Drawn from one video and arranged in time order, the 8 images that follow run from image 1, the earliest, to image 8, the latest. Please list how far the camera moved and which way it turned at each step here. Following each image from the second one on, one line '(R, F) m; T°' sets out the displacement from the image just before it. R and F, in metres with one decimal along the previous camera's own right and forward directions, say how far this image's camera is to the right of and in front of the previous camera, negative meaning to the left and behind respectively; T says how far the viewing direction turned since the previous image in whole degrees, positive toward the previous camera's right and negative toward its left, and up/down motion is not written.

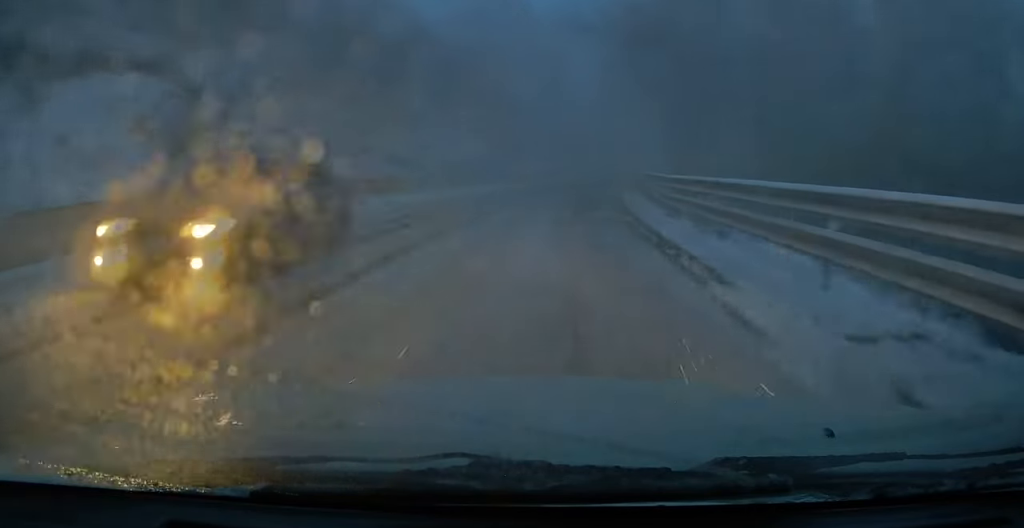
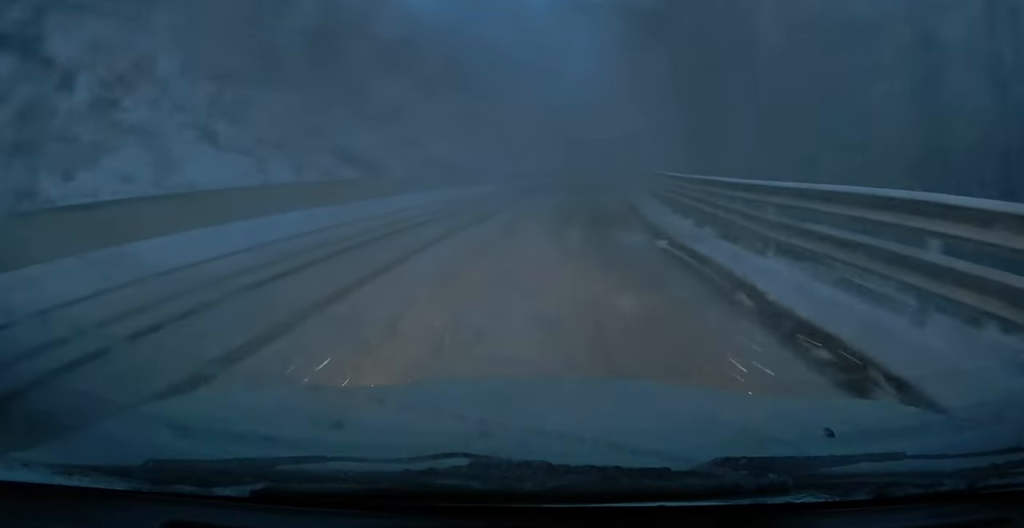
(0.0, +5.8) m; -1°
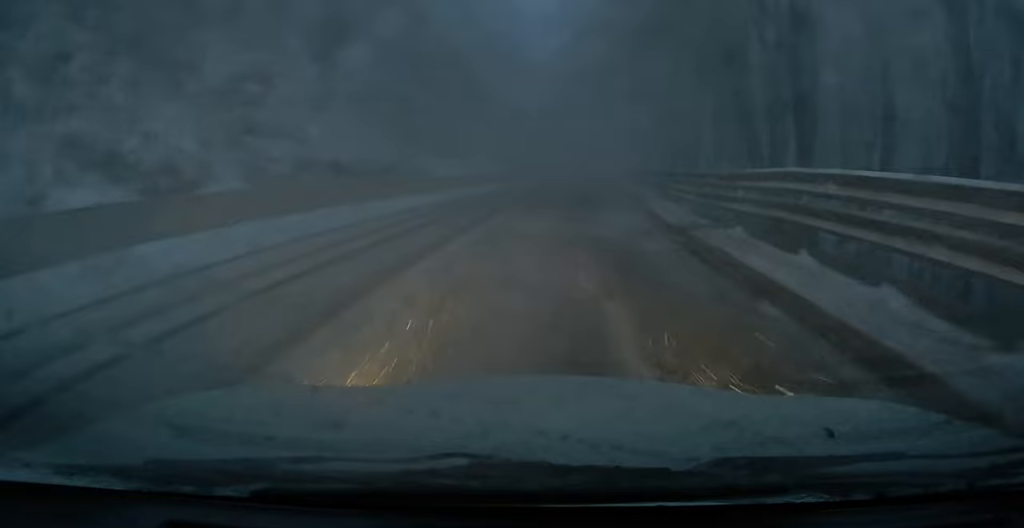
(-0.3, +13.1) m; 0°
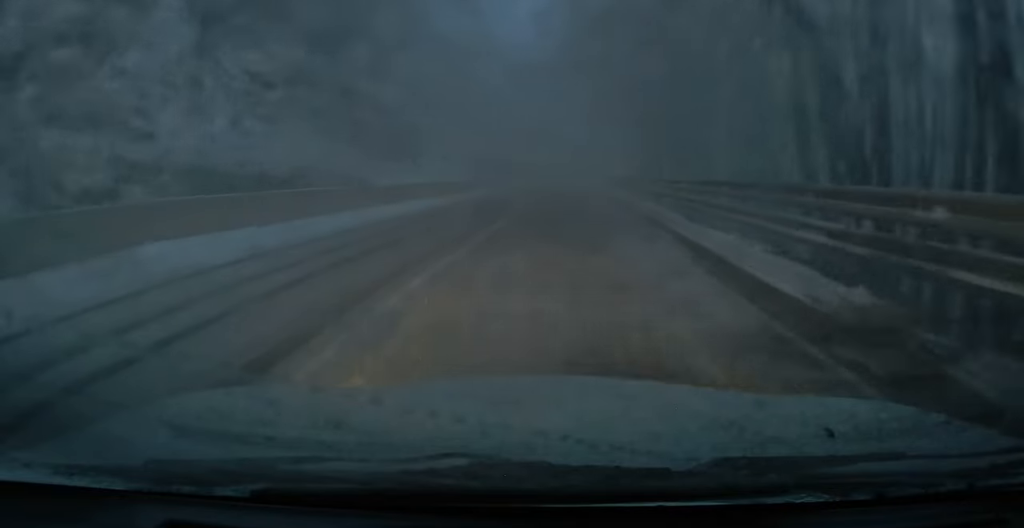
(+0.2, +7.3) m; +2°
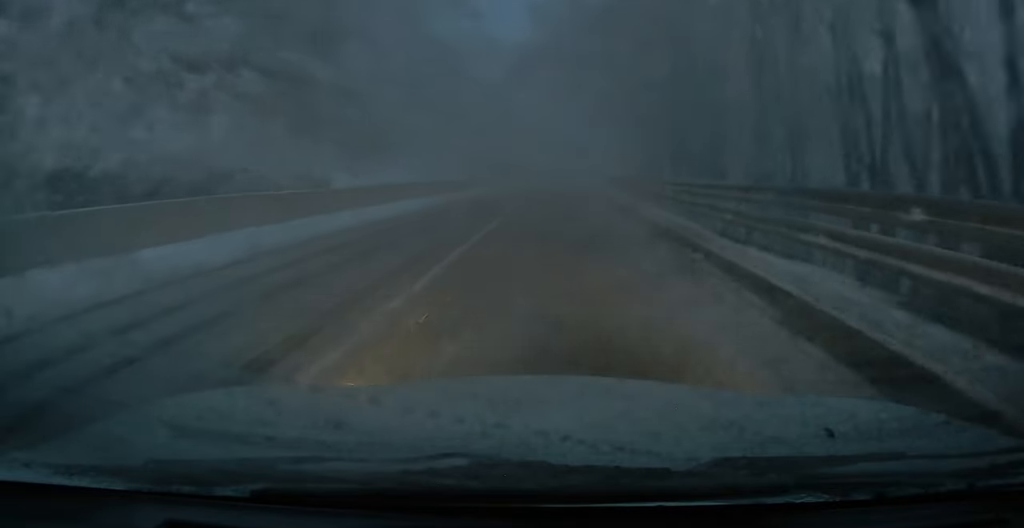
(+0.1, +4.0) m; +1°
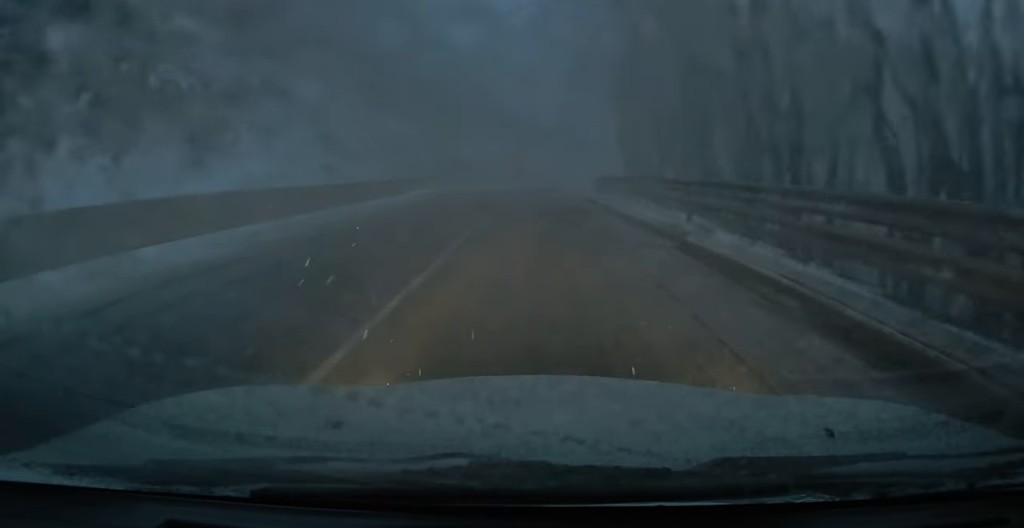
(+0.3, +18.3) m; +4°
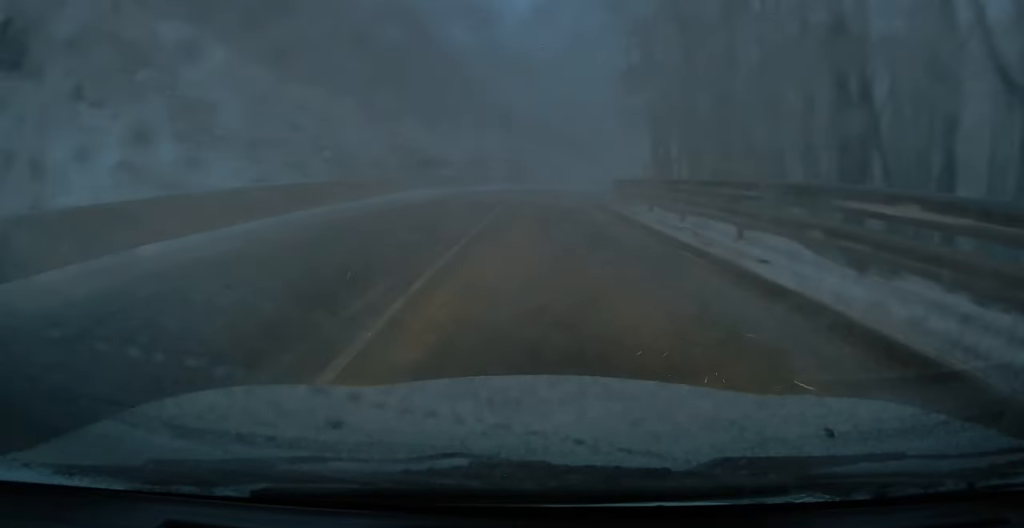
(+0.5, +11.9) m; +3°
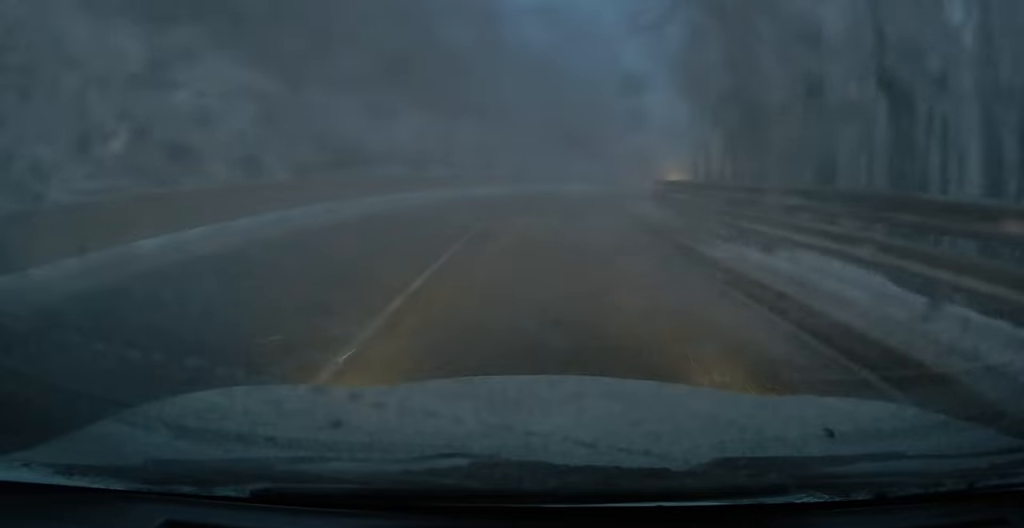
(+0.3, +14.4) m; +3°
